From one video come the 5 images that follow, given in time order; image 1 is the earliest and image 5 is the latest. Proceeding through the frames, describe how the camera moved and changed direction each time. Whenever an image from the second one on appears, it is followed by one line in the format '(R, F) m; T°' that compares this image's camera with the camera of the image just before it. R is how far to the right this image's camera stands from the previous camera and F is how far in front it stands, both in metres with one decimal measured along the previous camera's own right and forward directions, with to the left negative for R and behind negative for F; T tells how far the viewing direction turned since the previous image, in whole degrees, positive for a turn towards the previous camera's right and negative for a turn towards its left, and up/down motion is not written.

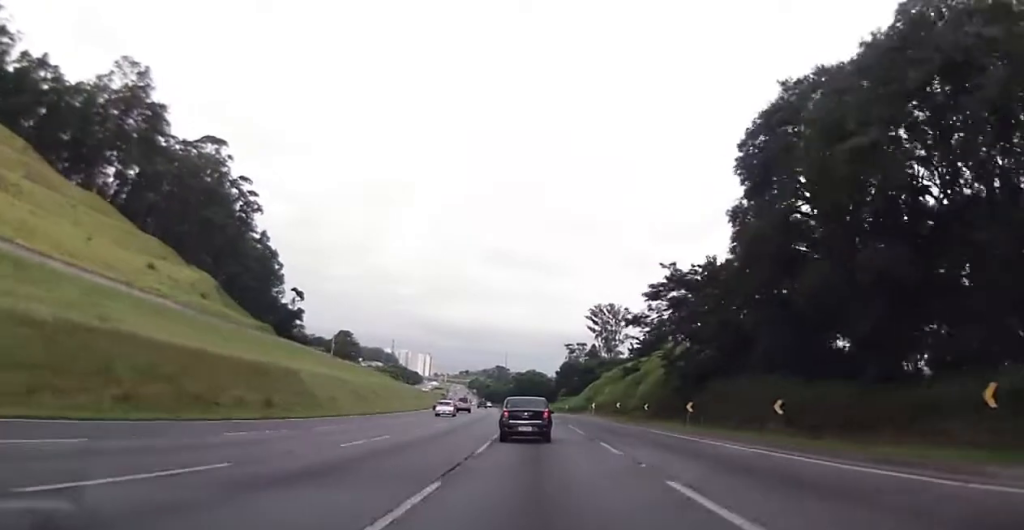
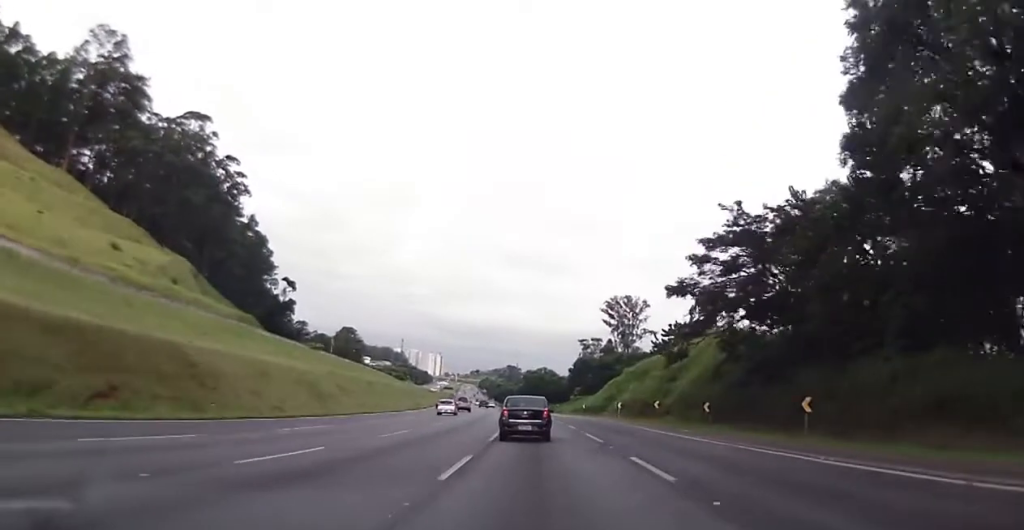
(-0.3, +18.8) m; -1°
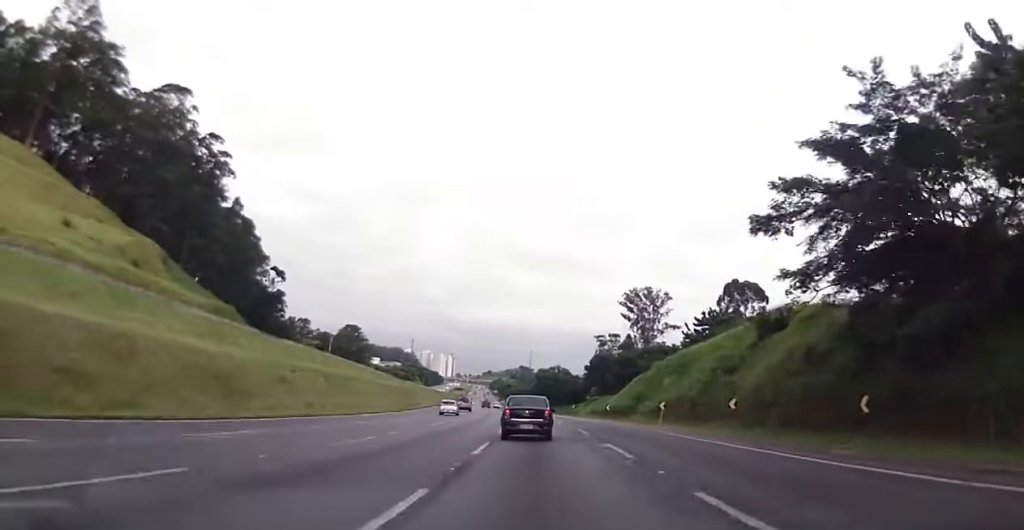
(-0.4, +19.7) m; -1°
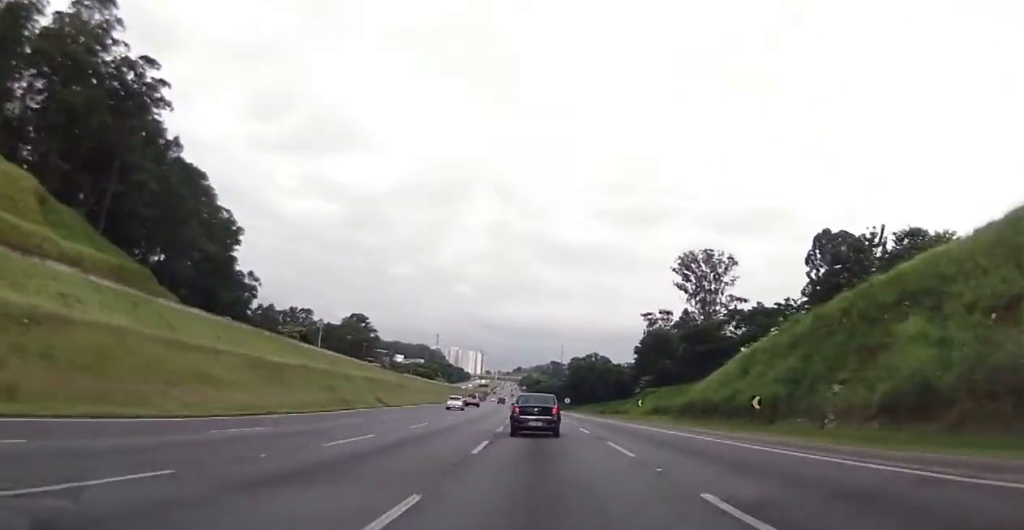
(-0.2, +48.9) m; -2°
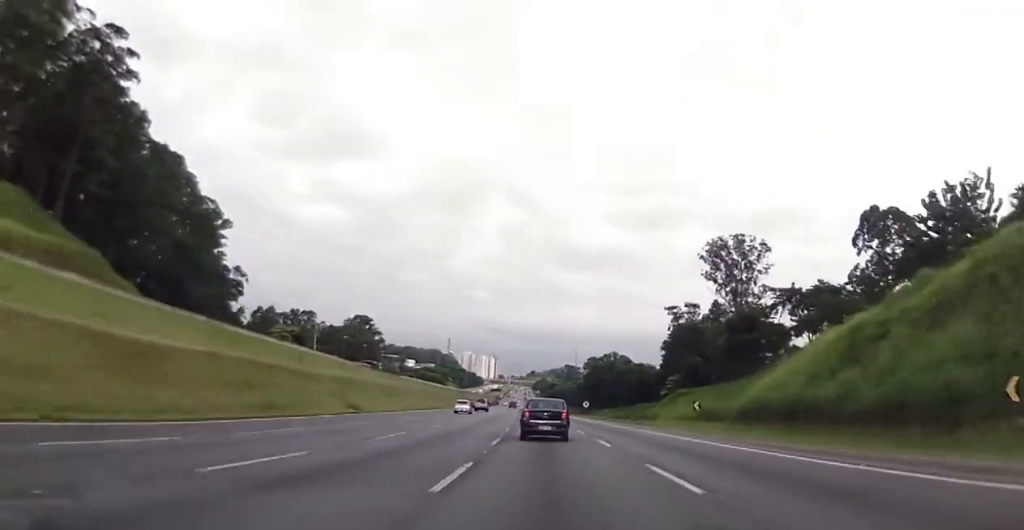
(-0.2, +18.4) m; -1°
